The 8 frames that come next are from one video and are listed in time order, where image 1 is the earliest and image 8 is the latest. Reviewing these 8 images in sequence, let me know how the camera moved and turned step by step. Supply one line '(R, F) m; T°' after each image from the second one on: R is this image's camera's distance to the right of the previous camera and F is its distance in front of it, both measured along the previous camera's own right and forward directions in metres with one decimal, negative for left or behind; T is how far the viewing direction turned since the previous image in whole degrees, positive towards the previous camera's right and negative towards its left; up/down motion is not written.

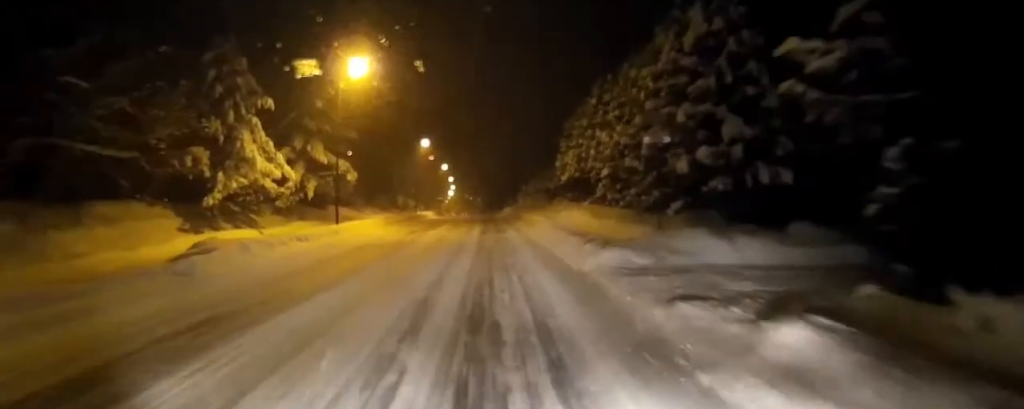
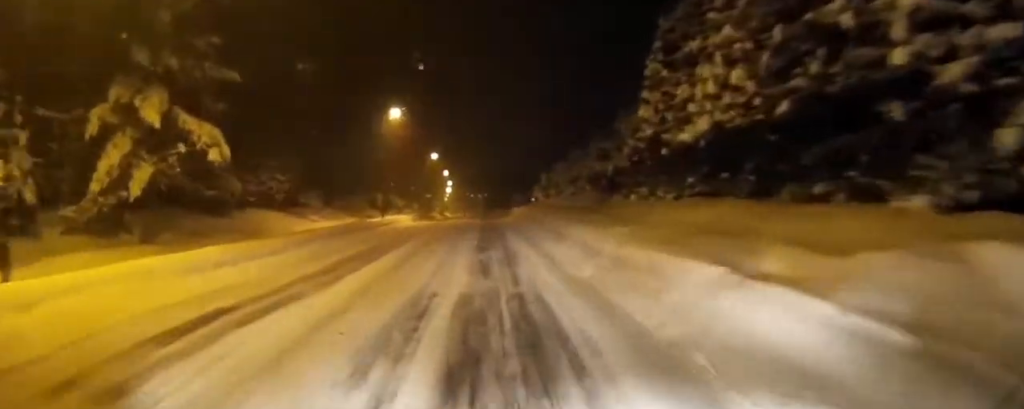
(0.0, +21.4) m; +1°
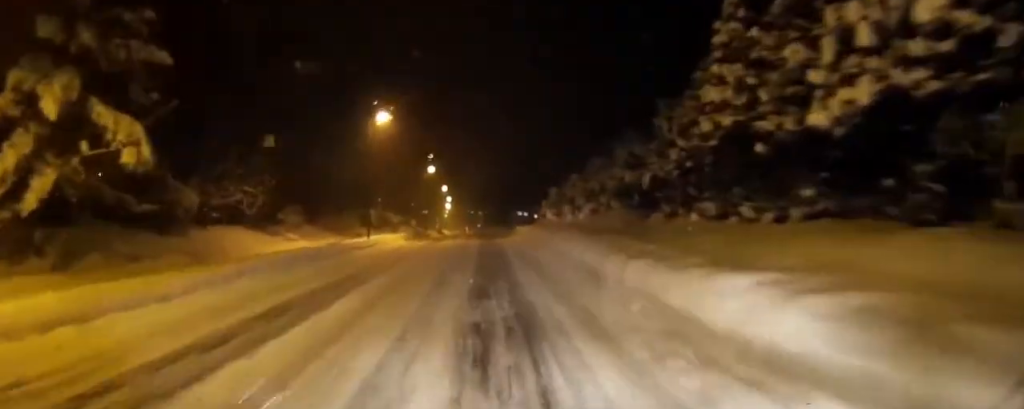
(+0.1, +5.6) m; 0°
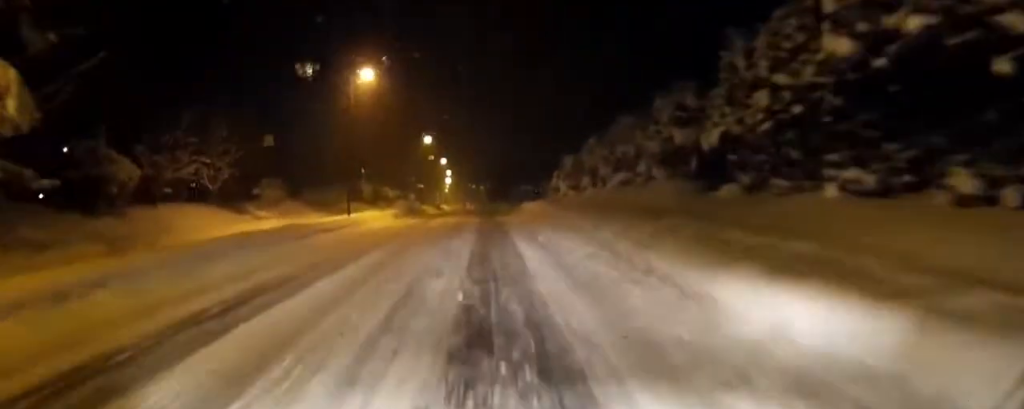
(-0.1, +5.5) m; 0°
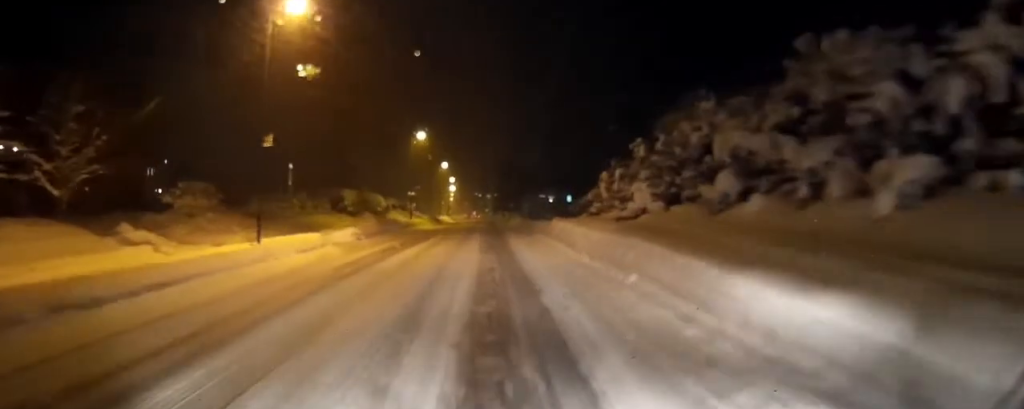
(-0.1, +13.6) m; -2°
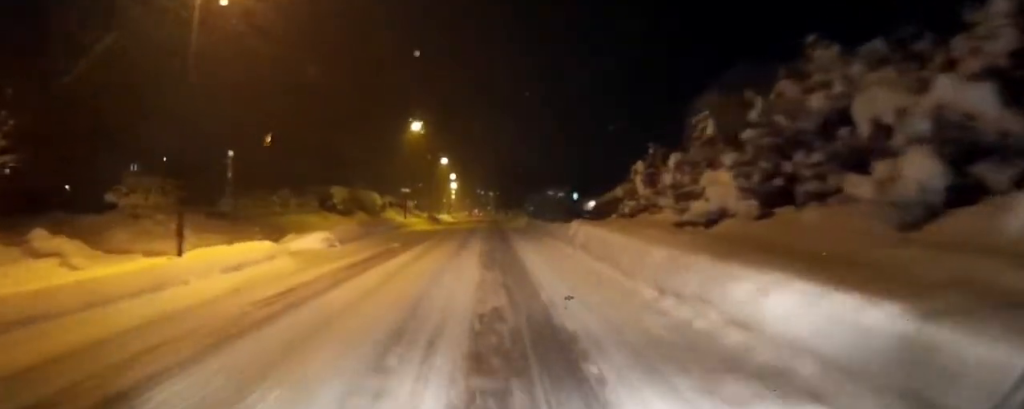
(-0.1, +5.2) m; 0°
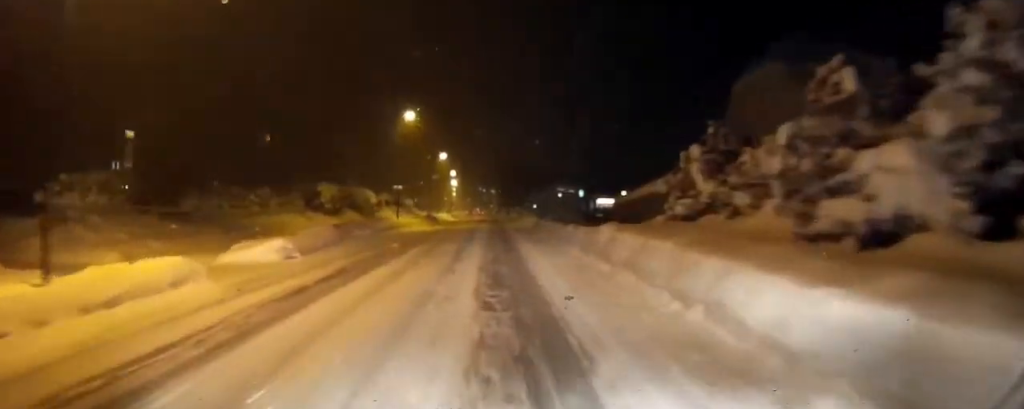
(-0.1, +4.9) m; 0°
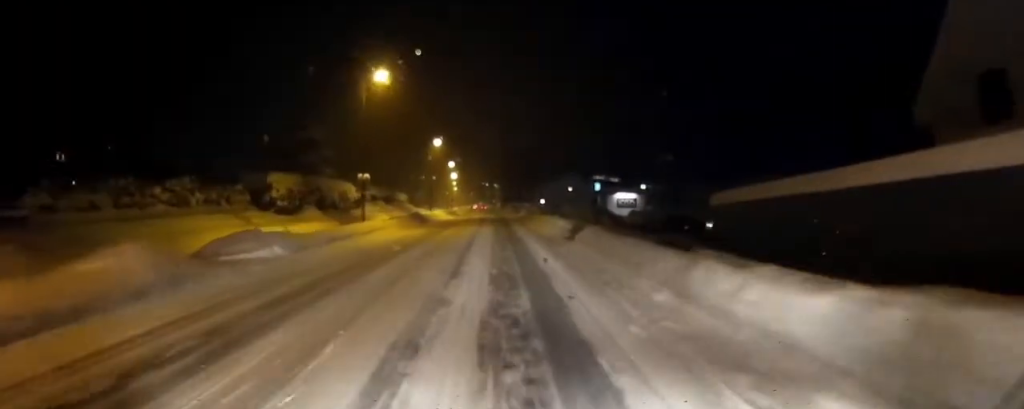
(+0.3, +12.5) m; +1°
